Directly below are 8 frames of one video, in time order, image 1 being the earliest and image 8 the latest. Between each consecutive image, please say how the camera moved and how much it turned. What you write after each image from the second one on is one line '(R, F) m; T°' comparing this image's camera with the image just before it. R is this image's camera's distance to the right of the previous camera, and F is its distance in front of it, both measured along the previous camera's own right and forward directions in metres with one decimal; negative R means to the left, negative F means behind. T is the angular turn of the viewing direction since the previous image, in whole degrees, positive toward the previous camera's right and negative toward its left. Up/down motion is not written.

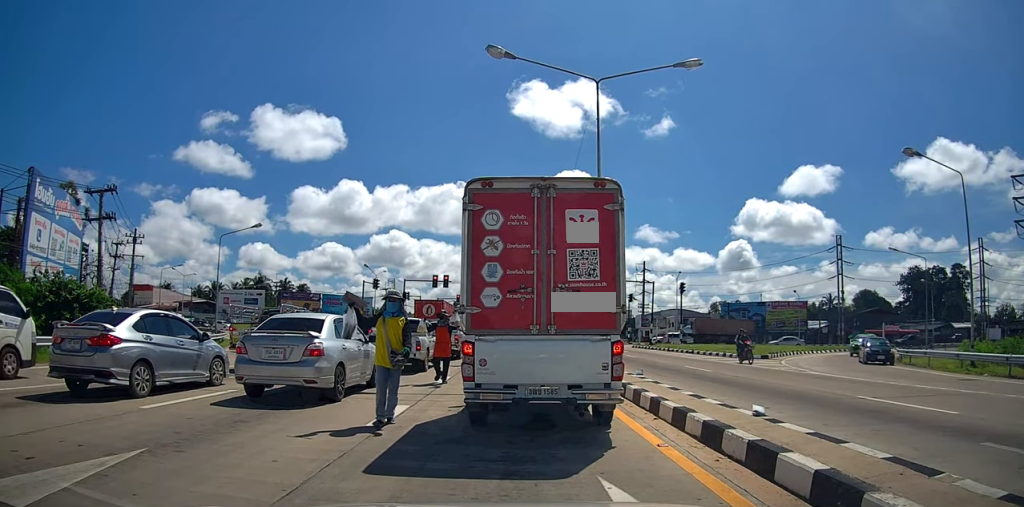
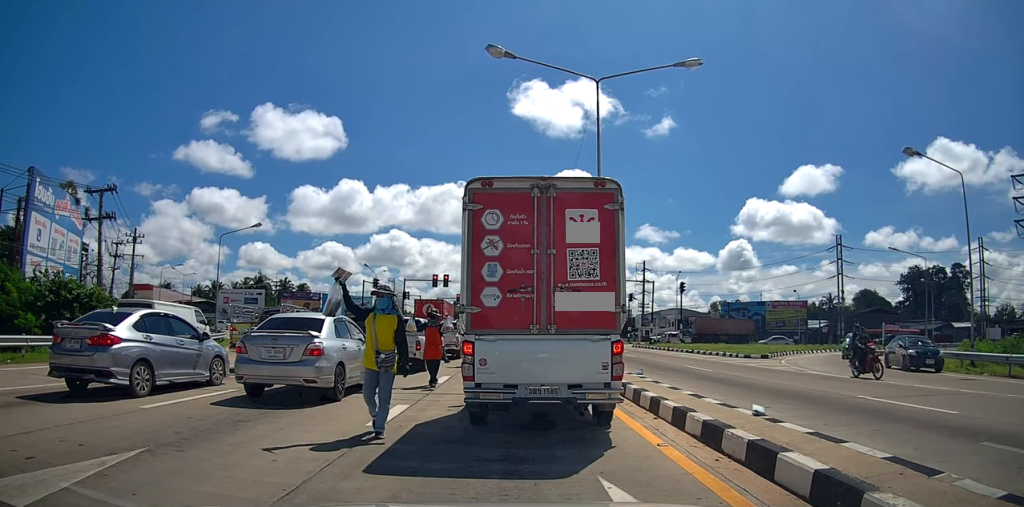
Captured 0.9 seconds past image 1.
(0.0, 0.0) m; 0°
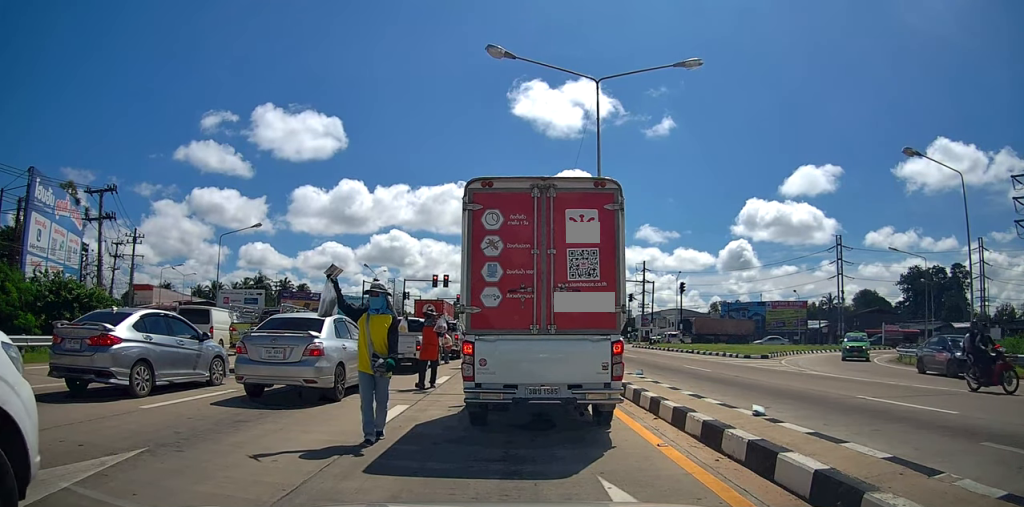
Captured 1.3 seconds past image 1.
(0.0, 0.0) m; 0°
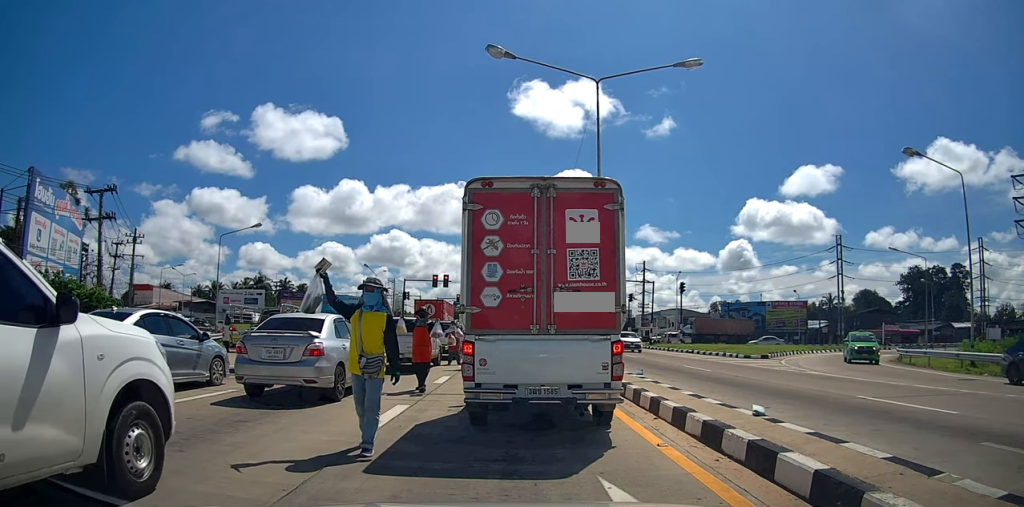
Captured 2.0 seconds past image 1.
(0.0, 0.0) m; 0°
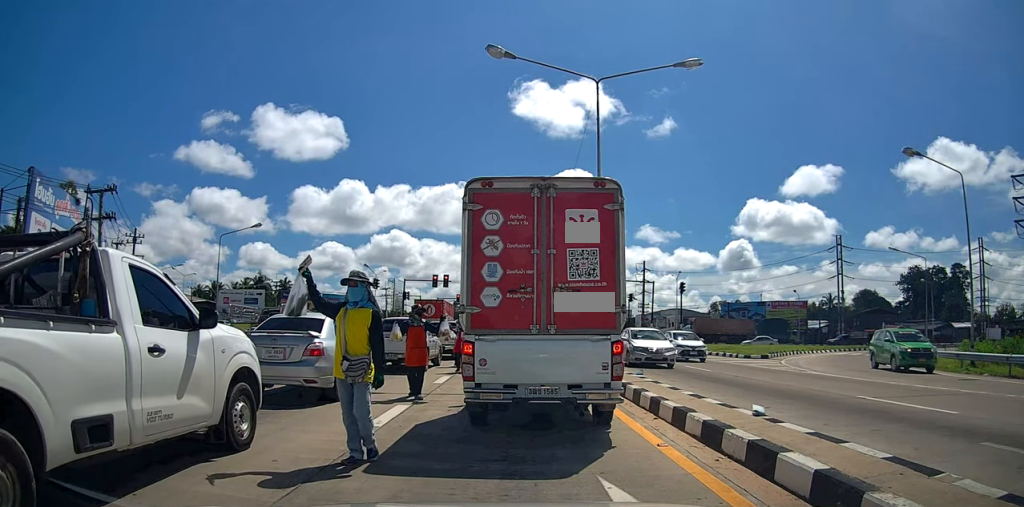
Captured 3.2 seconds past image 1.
(0.0, 0.0) m; 0°
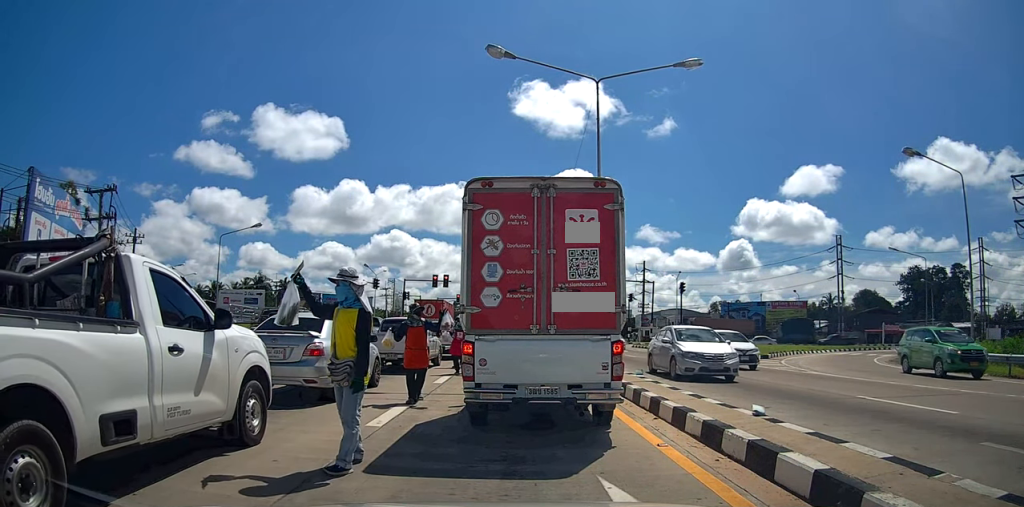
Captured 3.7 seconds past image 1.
(0.0, 0.0) m; 0°
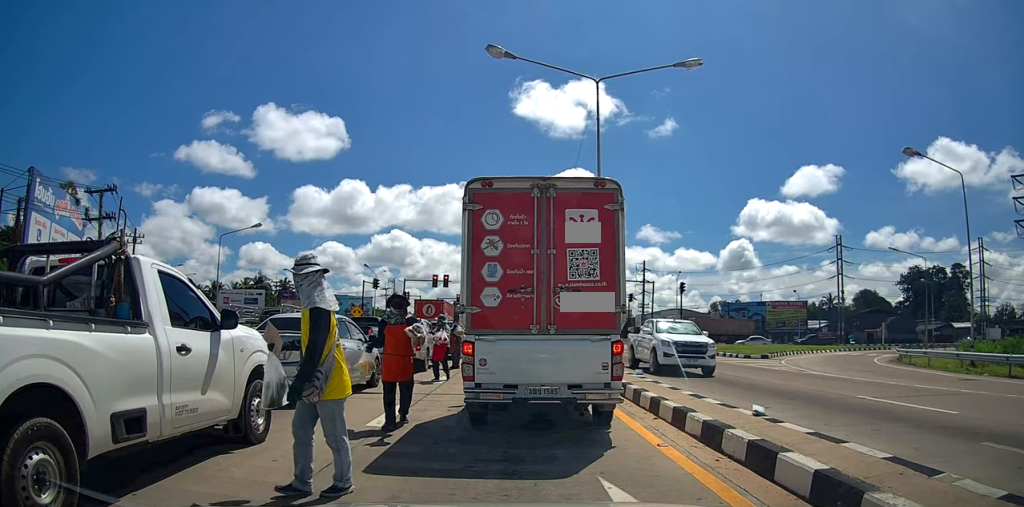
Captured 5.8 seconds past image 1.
(0.0, 0.0) m; 0°
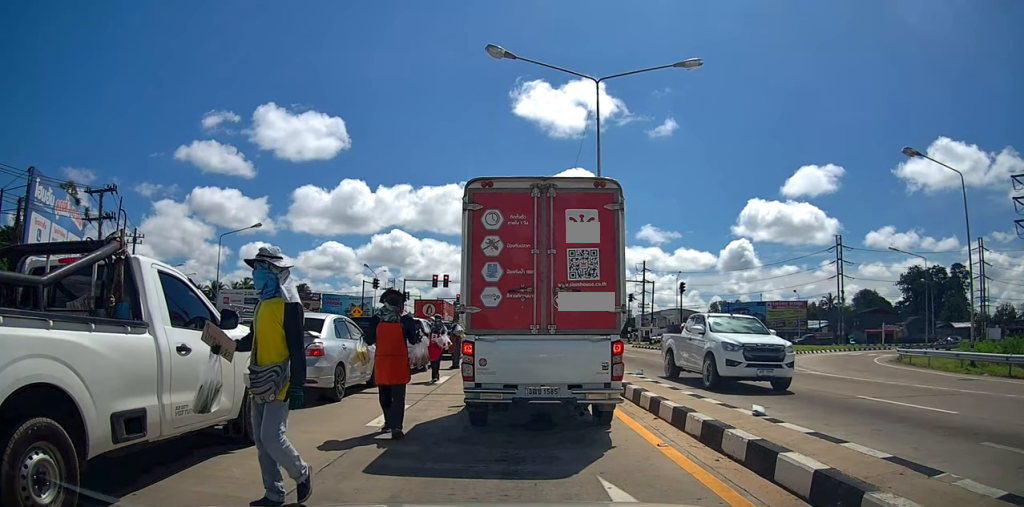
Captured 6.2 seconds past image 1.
(0.0, 0.0) m; 0°
